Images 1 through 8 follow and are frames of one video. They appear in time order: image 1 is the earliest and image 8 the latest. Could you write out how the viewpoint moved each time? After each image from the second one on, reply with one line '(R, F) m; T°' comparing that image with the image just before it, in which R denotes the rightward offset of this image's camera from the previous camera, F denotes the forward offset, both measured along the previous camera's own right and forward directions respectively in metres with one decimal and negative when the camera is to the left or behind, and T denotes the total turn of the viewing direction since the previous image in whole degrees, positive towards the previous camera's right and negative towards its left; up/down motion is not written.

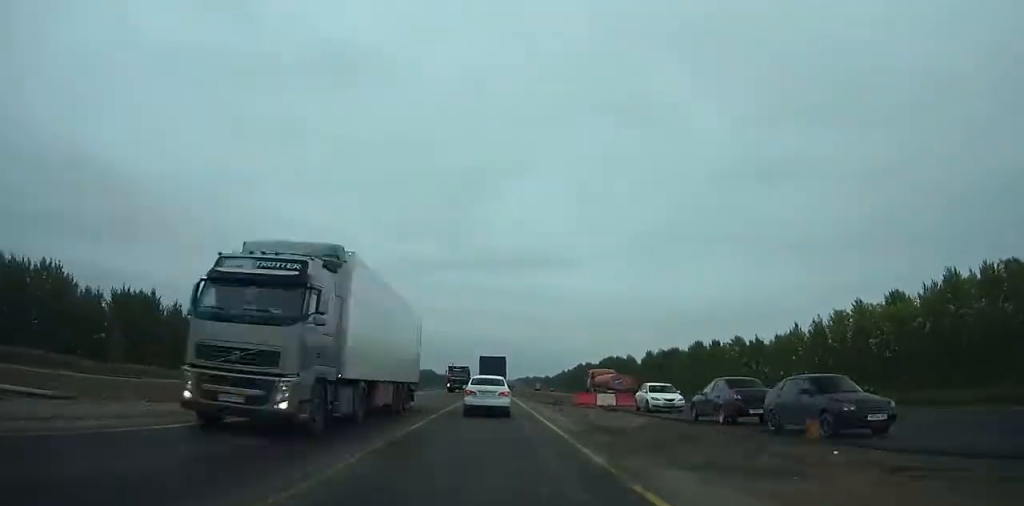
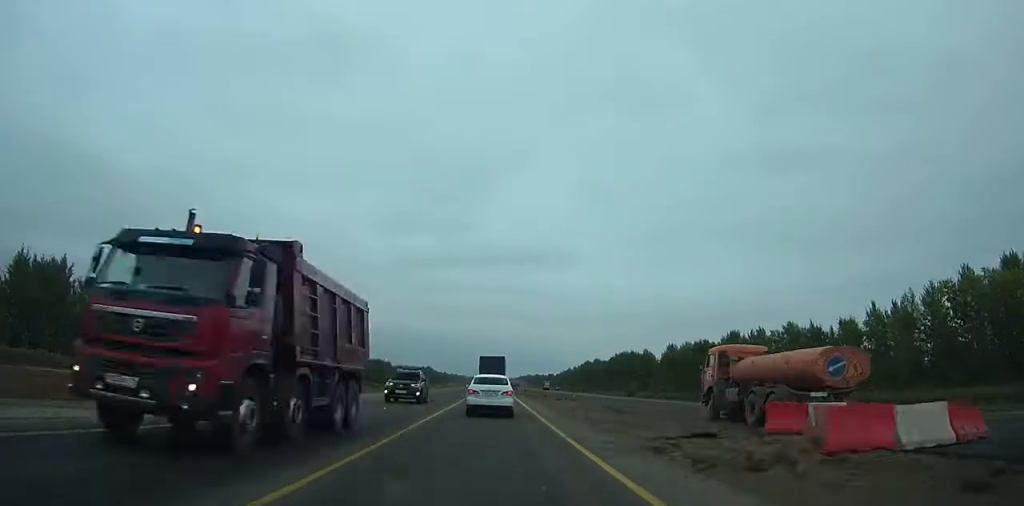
(+0.1, +28.5) m; 0°
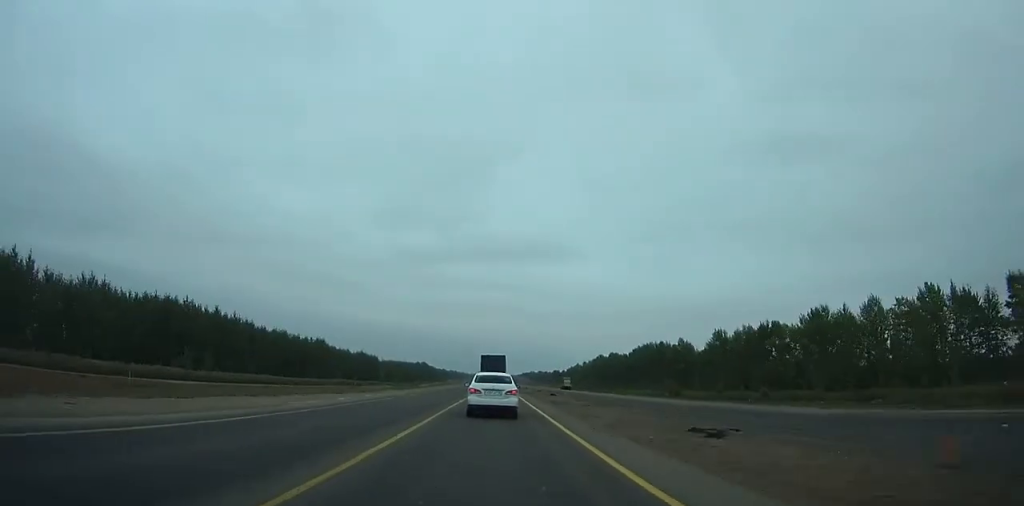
(0.0, +45.0) m; 0°
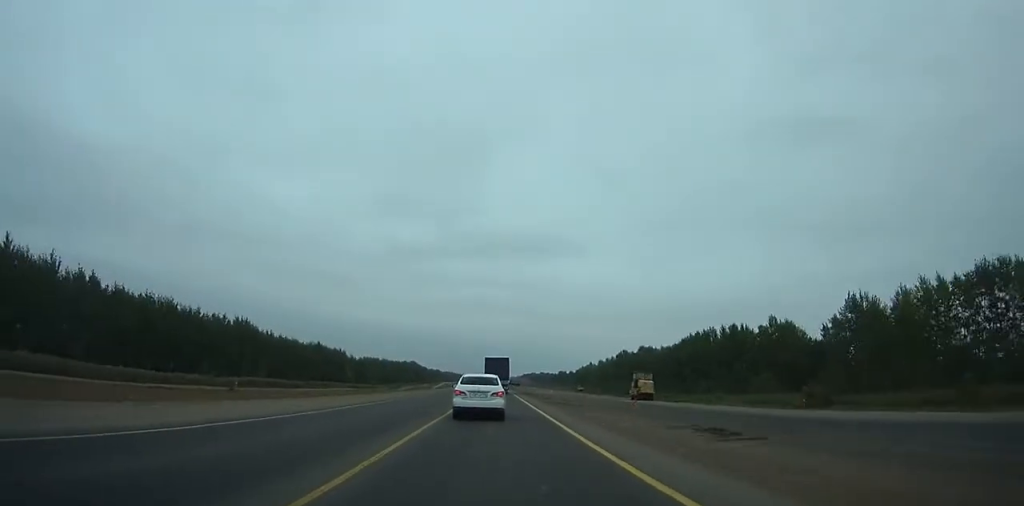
(0.0, +68.4) m; 0°
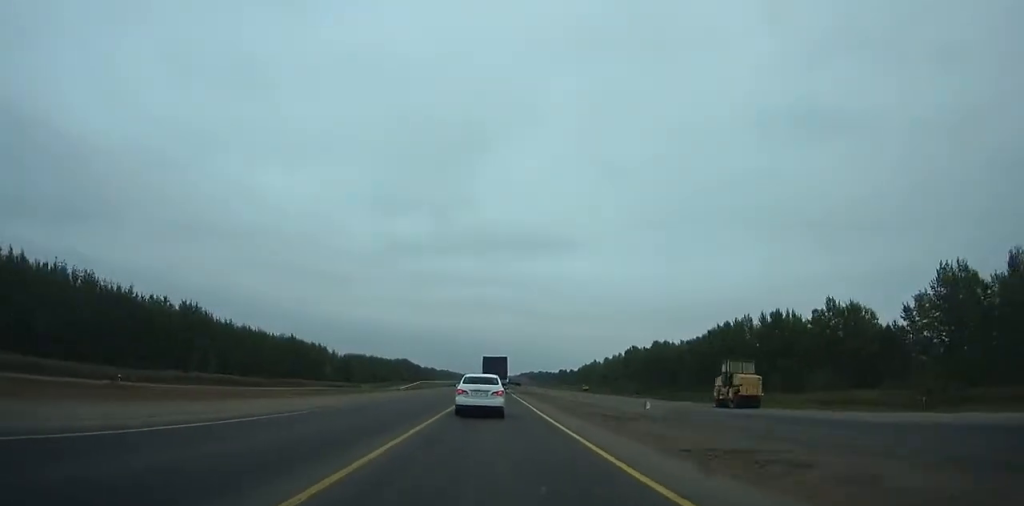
(-0.1, +26.7) m; 0°
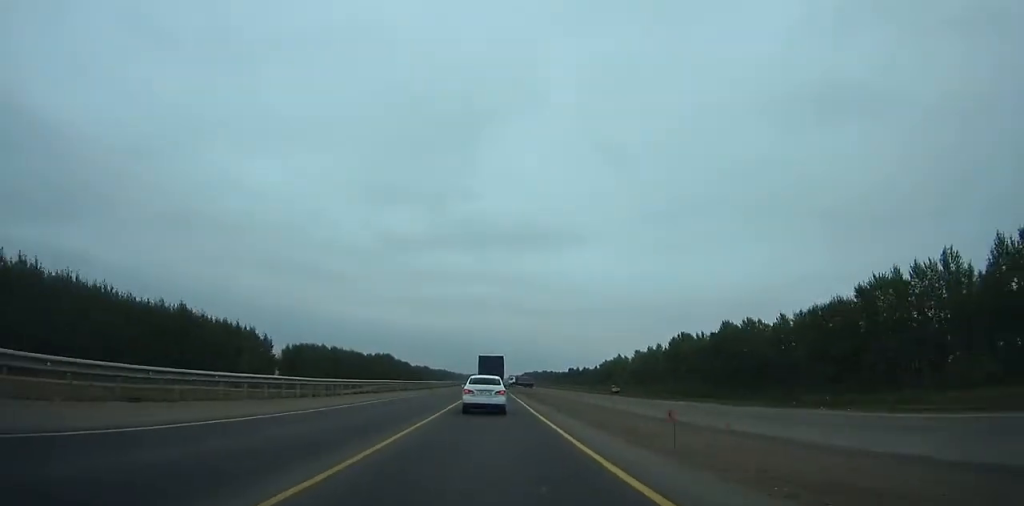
(+0.2, +71.4) m; 0°
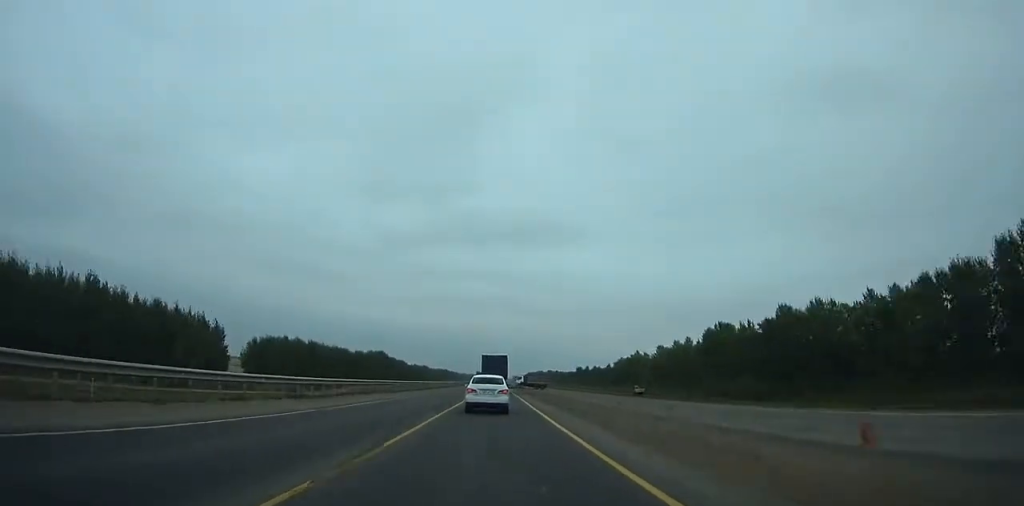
(-0.1, +32.2) m; 0°
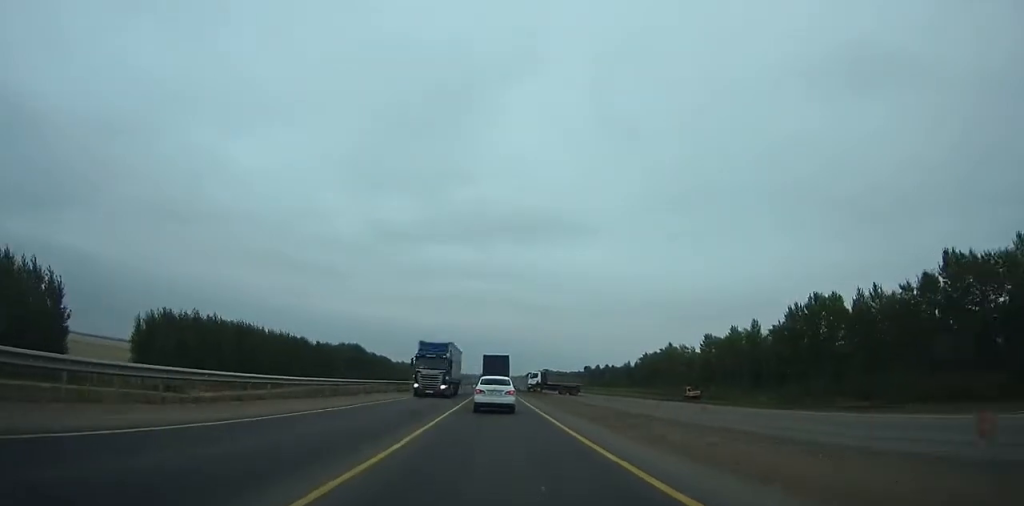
(-0.1, +57.3) m; 0°
